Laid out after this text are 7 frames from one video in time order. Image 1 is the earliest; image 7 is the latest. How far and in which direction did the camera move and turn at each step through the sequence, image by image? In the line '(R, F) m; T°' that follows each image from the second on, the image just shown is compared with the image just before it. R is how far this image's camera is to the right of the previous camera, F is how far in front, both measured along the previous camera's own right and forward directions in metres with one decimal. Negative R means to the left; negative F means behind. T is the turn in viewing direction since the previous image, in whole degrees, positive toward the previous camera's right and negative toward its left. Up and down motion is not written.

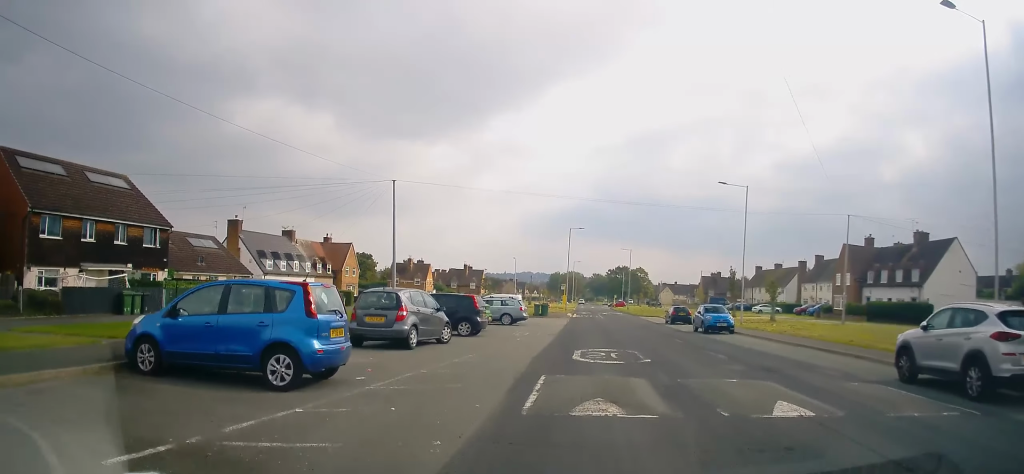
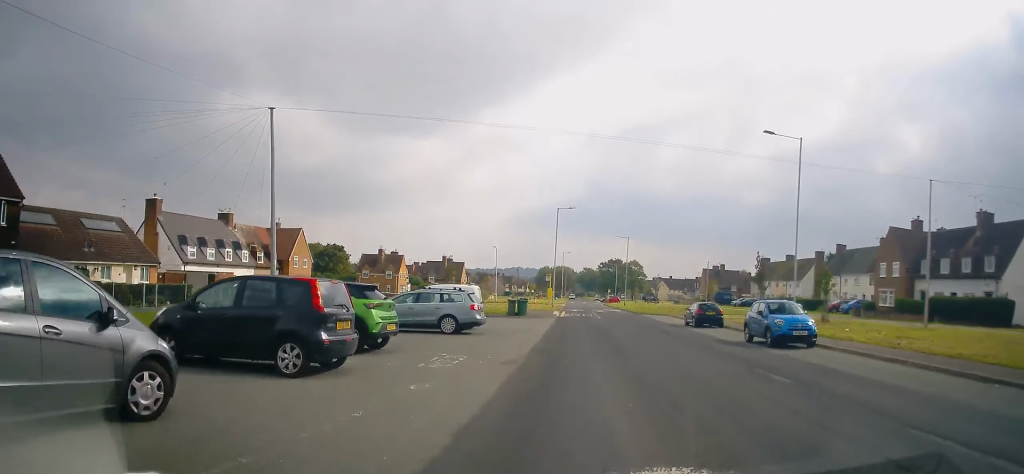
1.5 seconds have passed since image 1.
(0.0, +12.7) m; 0°
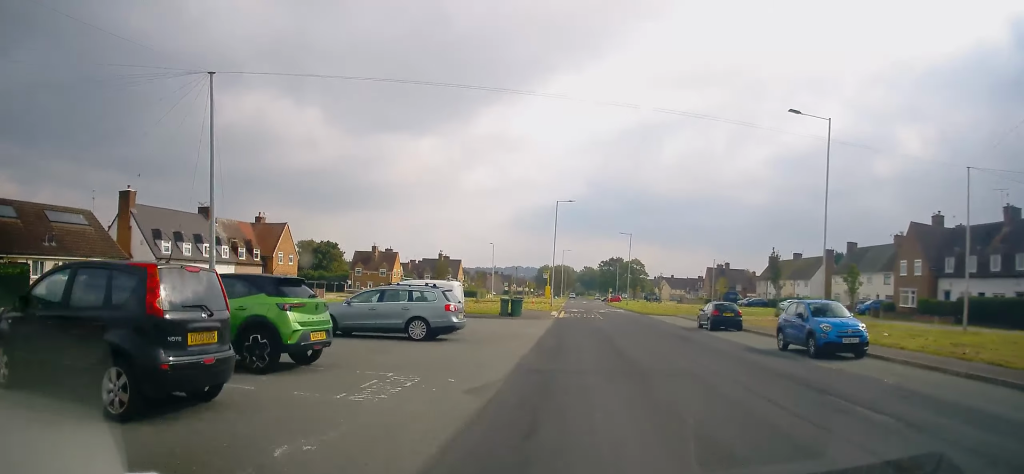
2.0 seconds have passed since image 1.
(0.0, +3.9) m; 0°
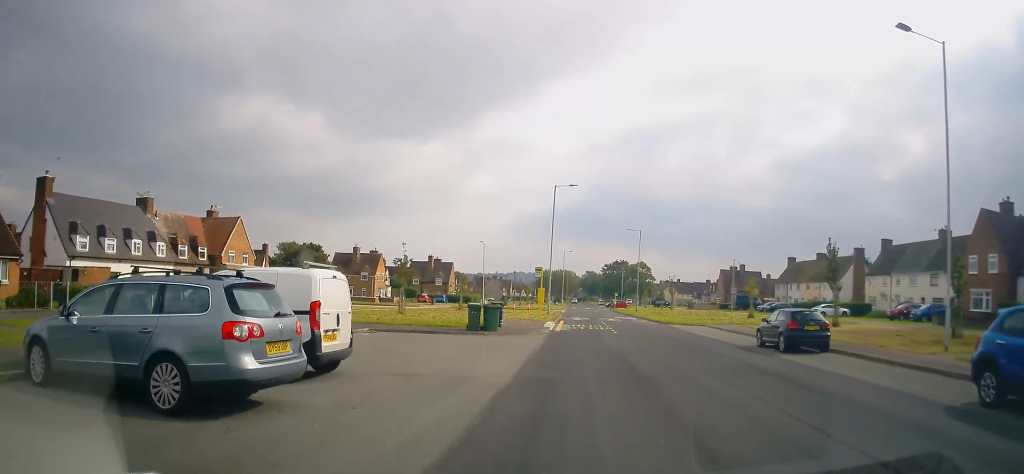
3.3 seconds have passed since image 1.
(0.0, +10.5) m; 0°
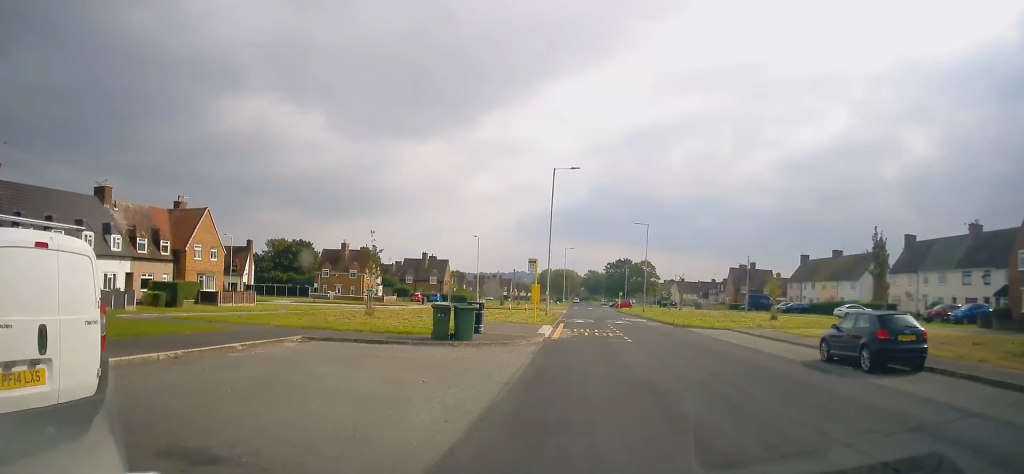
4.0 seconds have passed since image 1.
(0.0, +6.1) m; 0°
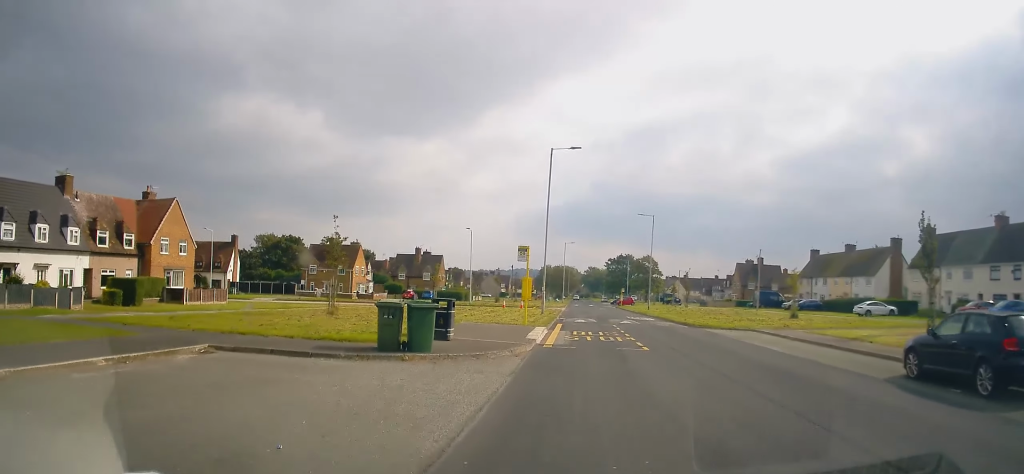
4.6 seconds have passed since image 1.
(0.0, +4.9) m; 0°
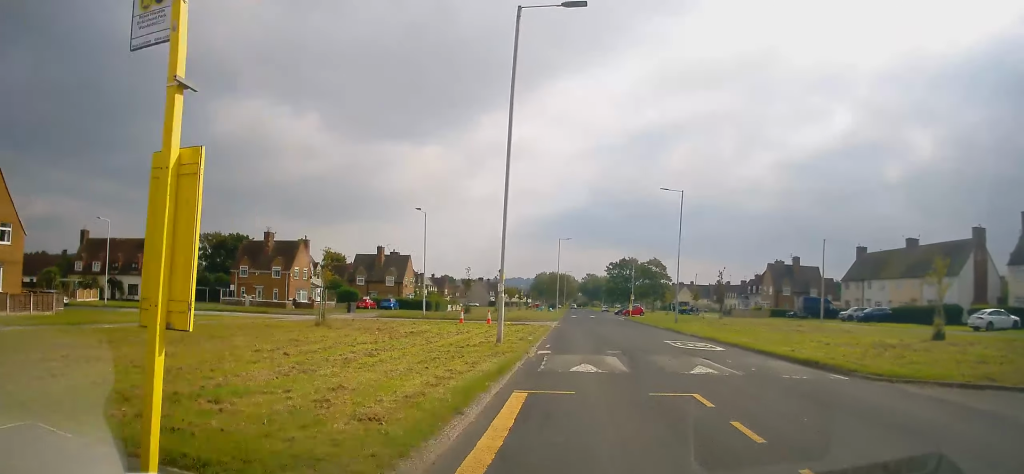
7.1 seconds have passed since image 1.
(+0.3, +19.7) m; +1°
